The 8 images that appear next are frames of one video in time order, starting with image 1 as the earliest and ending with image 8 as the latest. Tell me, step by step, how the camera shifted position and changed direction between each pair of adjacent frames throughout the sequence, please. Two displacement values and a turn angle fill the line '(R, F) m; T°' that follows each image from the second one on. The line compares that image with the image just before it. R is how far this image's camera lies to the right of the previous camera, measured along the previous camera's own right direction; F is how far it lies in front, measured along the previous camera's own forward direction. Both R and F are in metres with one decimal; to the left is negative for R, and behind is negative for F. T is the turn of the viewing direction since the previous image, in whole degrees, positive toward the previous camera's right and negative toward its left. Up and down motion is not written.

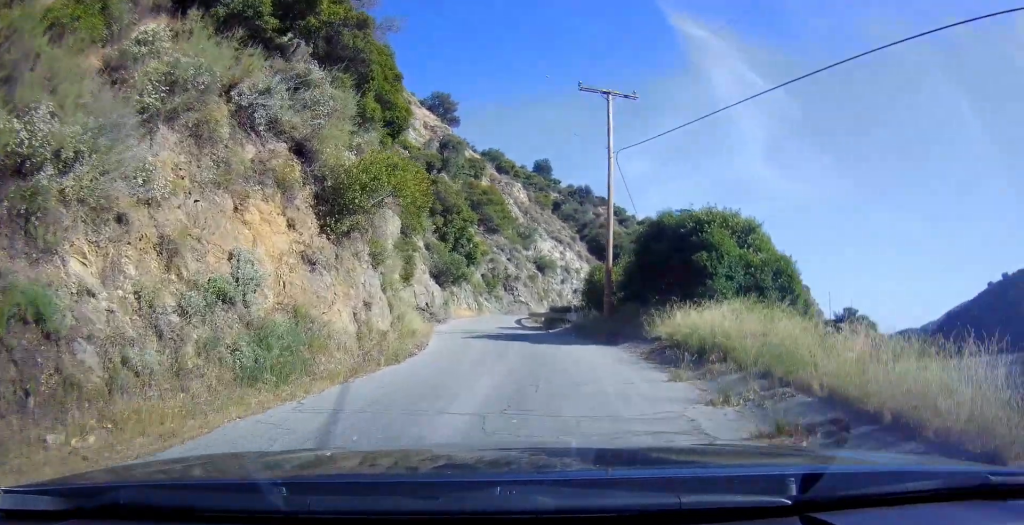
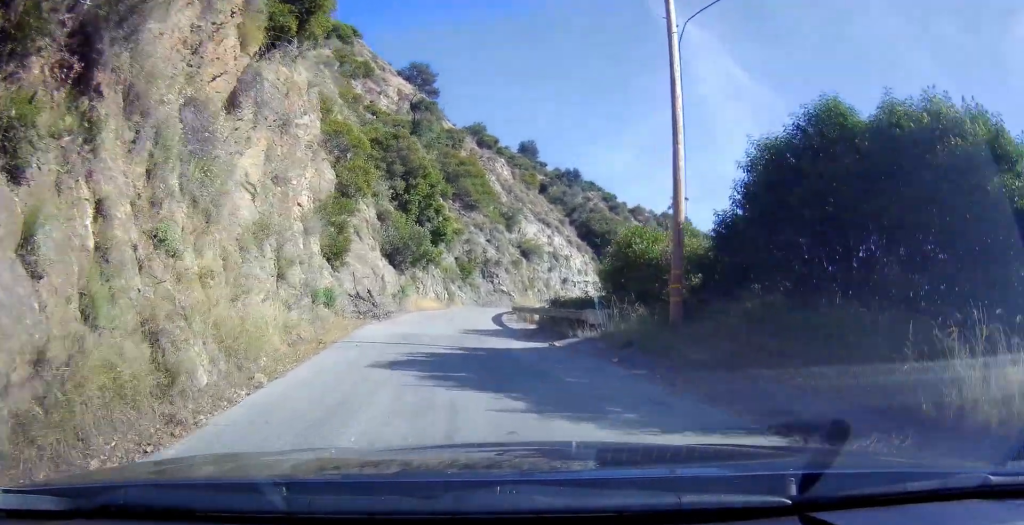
(0.0, +14.1) m; -3°
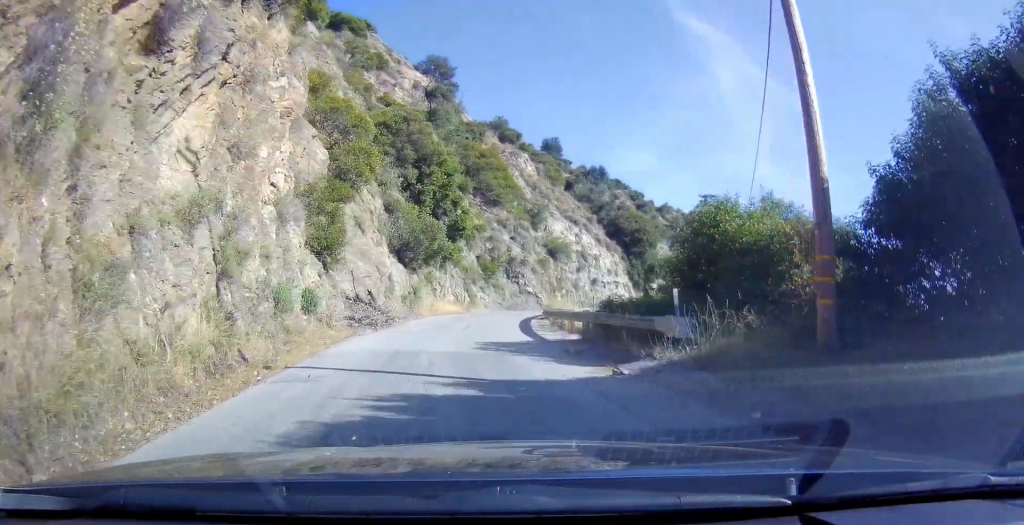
(-0.1, +5.8) m; -4°
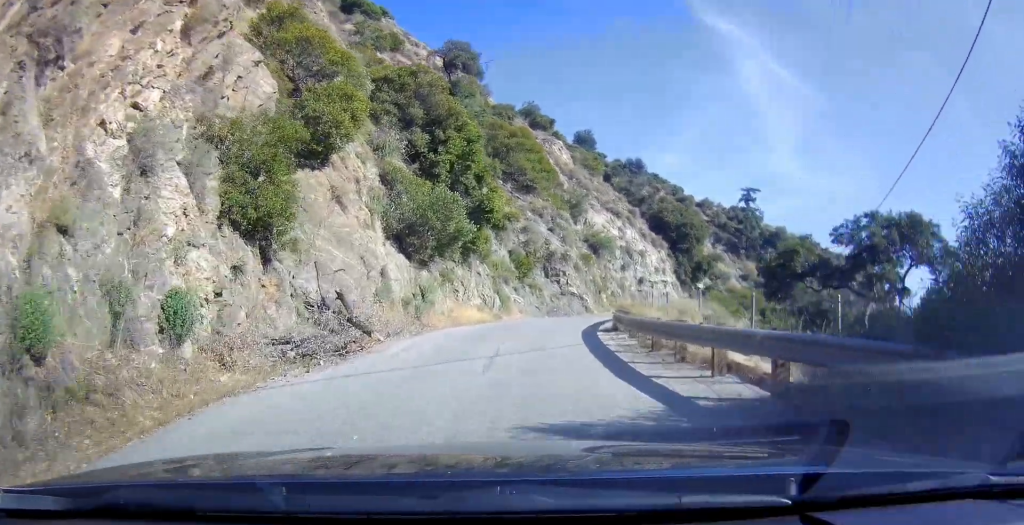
(-0.6, +10.4) m; -1°
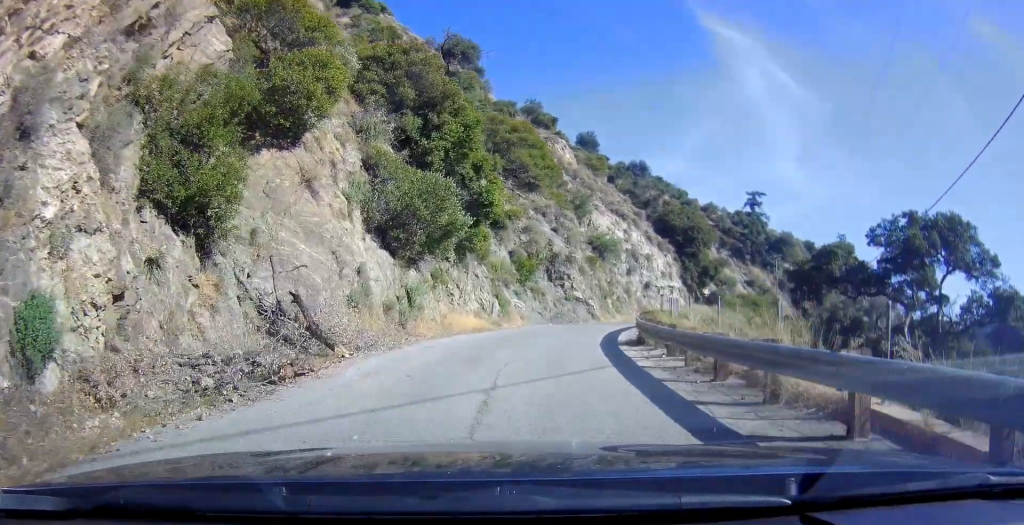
(0.0, +3.9) m; +2°
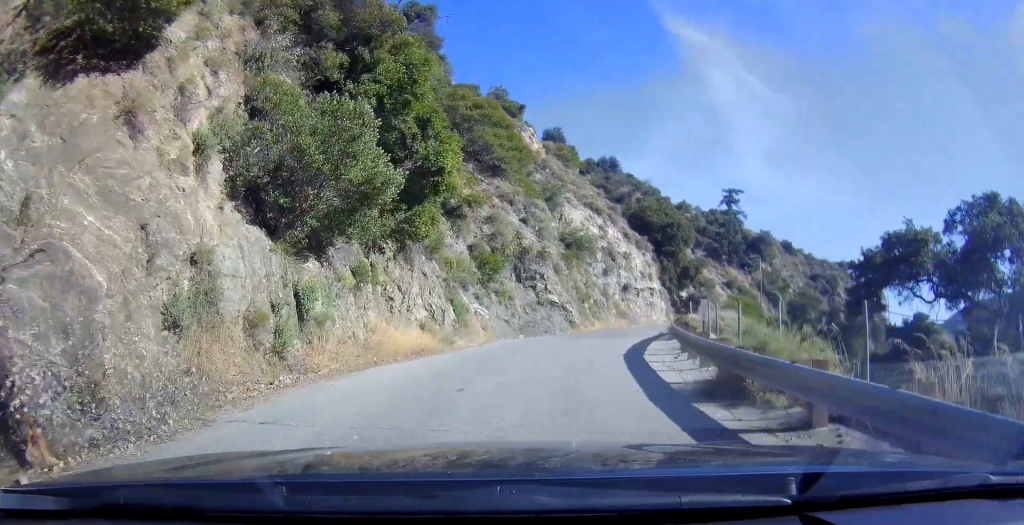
(+0.4, +8.9) m; +3°
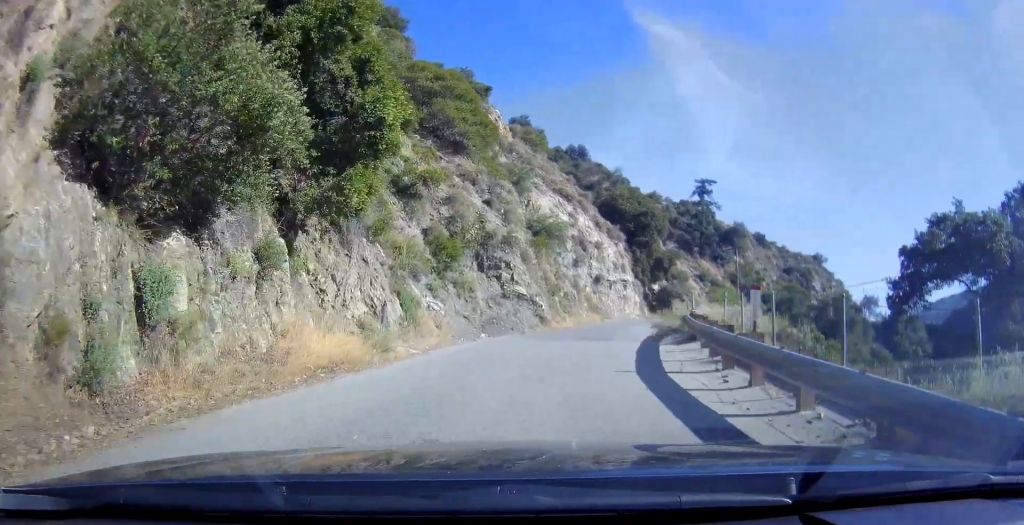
(0.0, +5.0) m; +5°
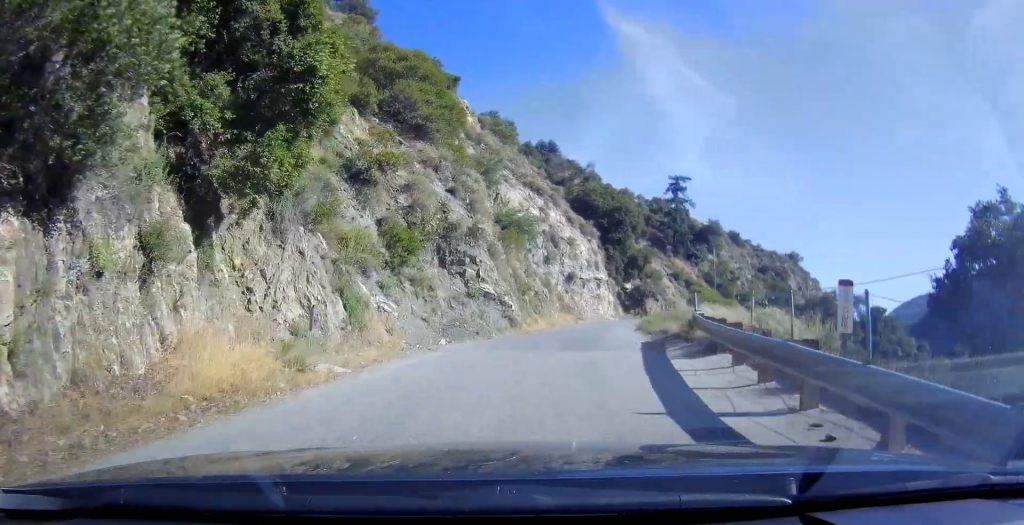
(-0.3, +3.9) m; +4°
